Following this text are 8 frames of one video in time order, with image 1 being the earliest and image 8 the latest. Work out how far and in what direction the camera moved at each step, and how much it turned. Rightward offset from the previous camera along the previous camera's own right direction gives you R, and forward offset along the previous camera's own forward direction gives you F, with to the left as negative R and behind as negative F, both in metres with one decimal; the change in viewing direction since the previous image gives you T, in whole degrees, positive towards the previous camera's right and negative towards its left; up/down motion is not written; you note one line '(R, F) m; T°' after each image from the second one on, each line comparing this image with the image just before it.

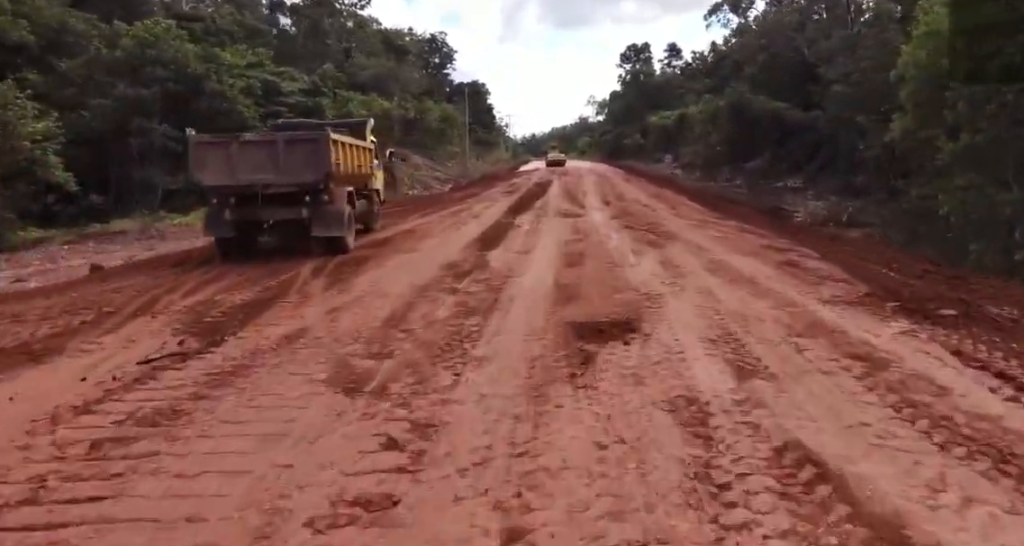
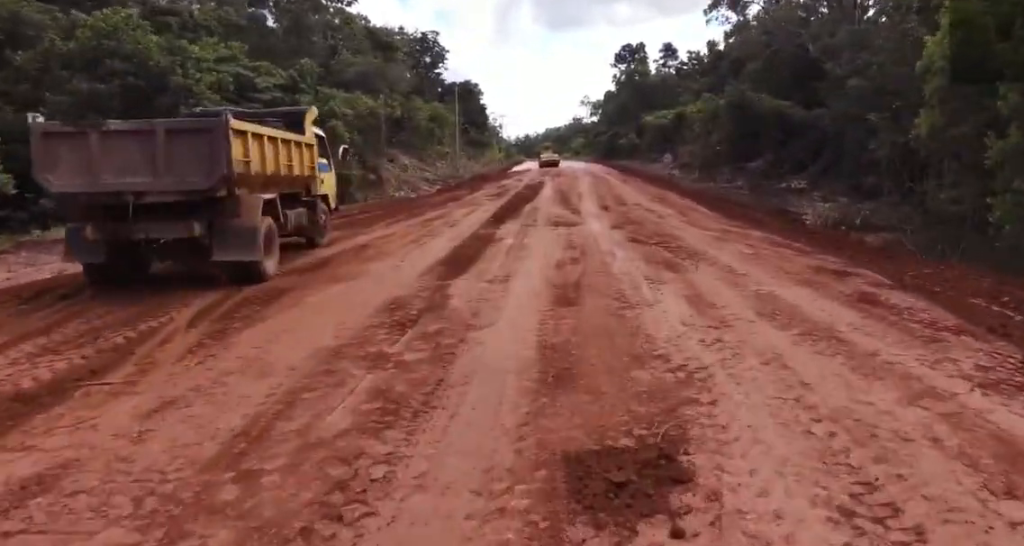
(0.0, +2.7) m; 0°
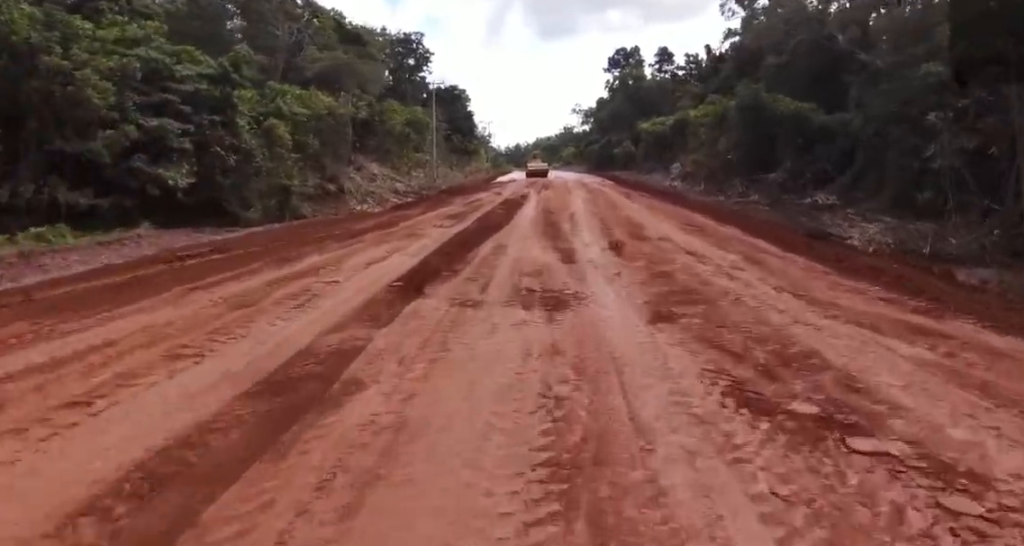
(0.0, +8.0) m; 0°
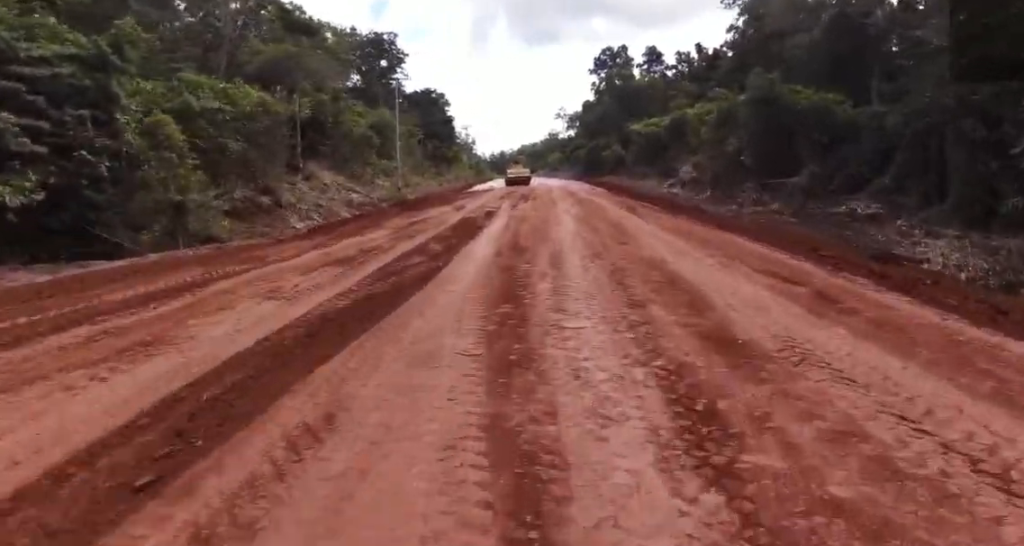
(-0.1, +8.6) m; -2°
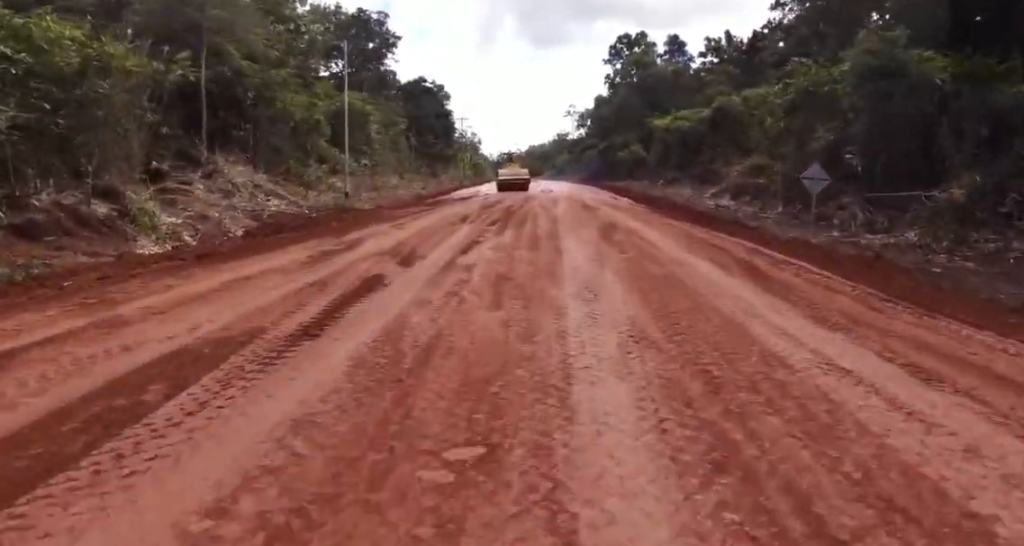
(+0.5, +16.5) m; +5°
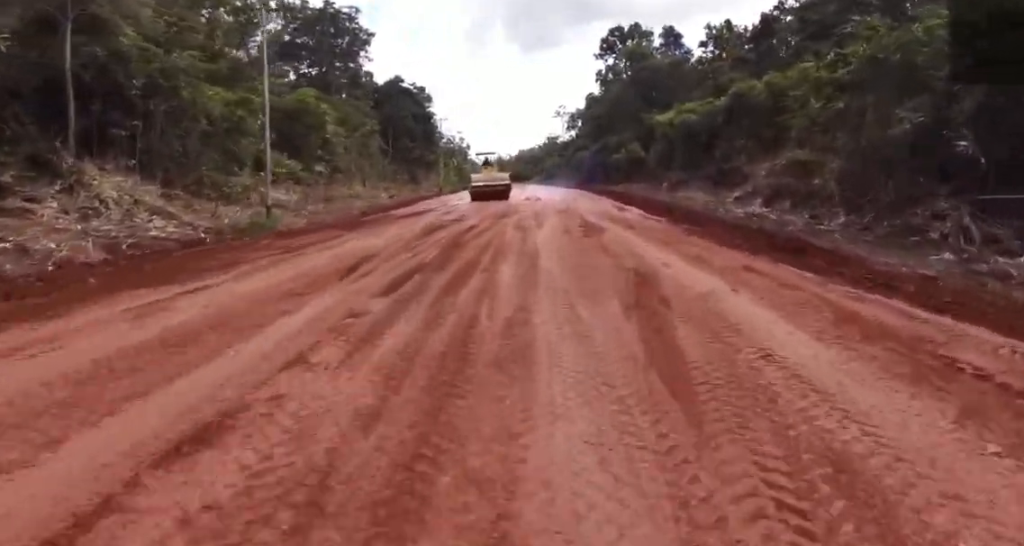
(+0.1, +9.4) m; +1°
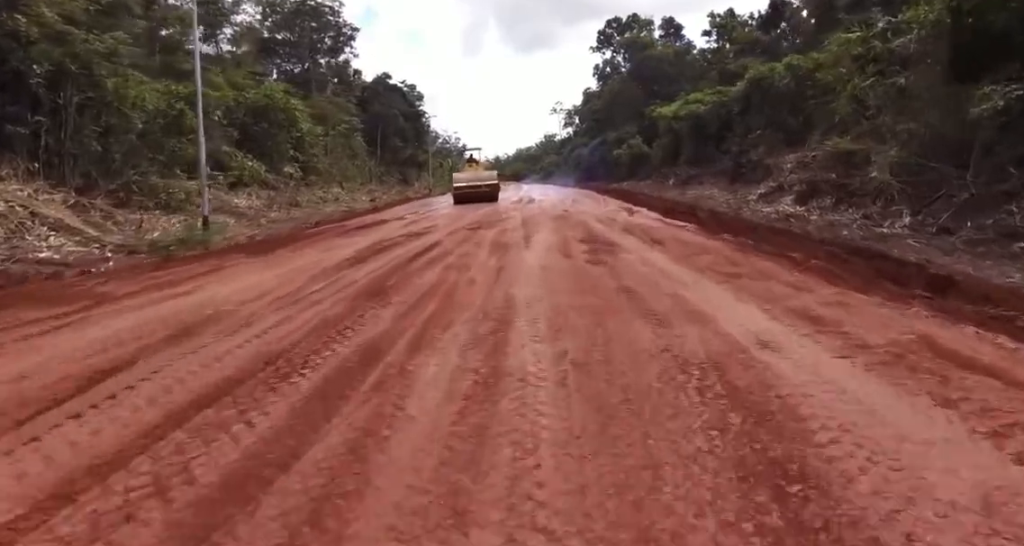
(+0.1, +5.6) m; +1°
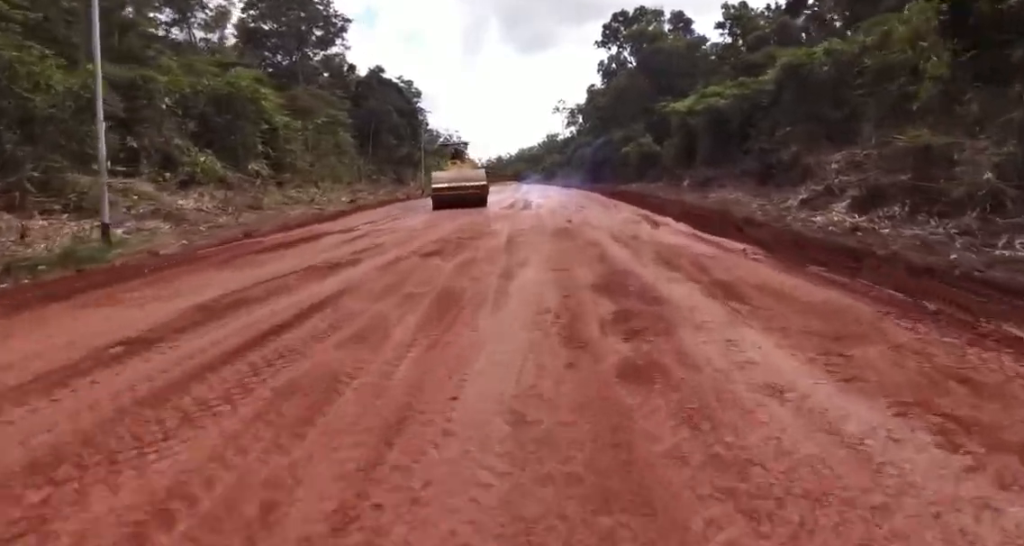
(0.0, +6.0) m; 0°
